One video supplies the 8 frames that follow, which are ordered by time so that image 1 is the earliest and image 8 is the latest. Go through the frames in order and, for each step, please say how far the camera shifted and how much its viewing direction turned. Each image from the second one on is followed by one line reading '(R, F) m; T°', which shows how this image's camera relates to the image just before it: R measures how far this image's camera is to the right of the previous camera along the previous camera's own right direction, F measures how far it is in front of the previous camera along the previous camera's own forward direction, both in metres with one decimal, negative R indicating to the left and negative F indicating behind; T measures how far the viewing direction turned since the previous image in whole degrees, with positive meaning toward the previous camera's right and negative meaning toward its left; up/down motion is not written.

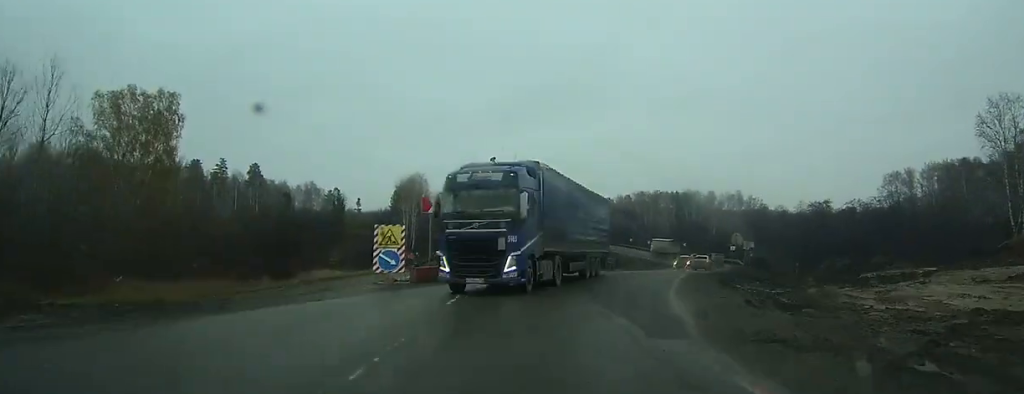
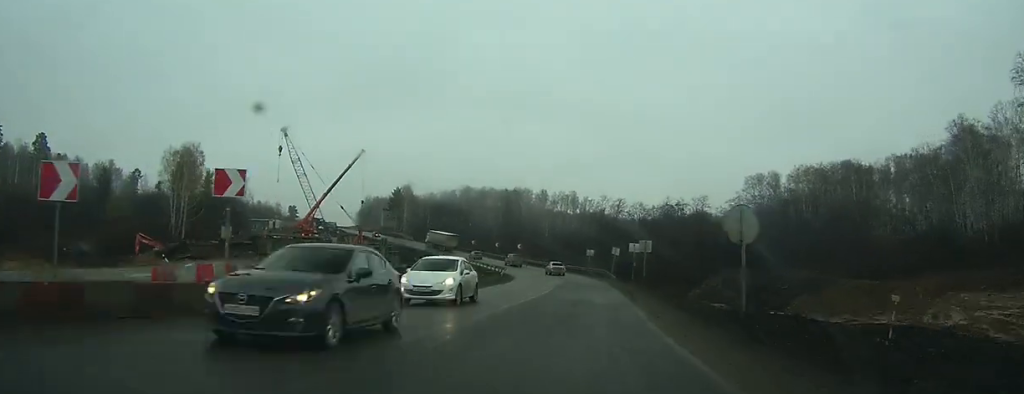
(+2.6, +36.9) m; +12°
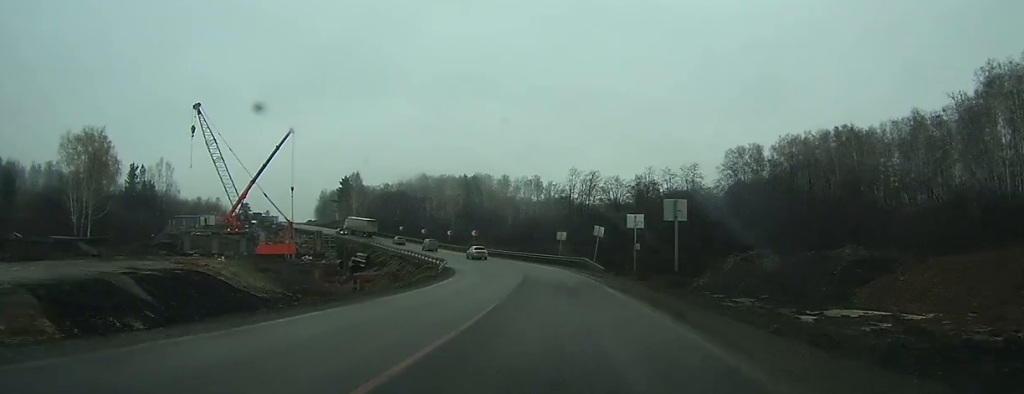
(+1.3, +17.8) m; +6°
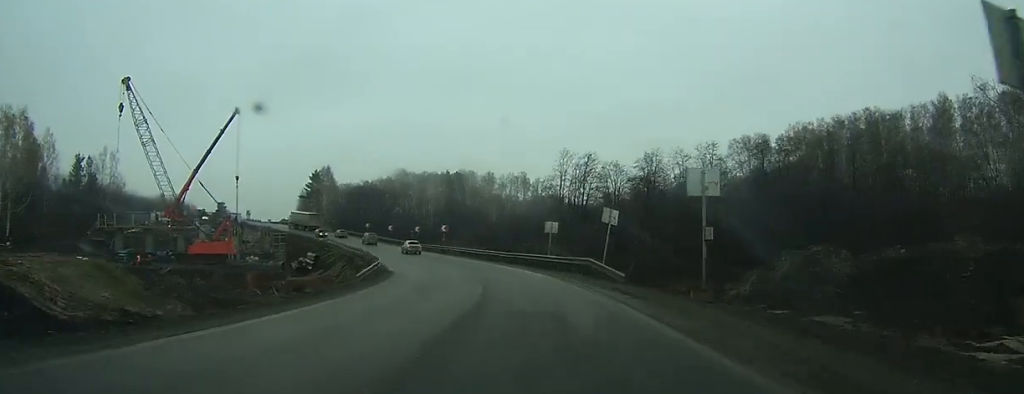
(+0.5, +13.9) m; +2°
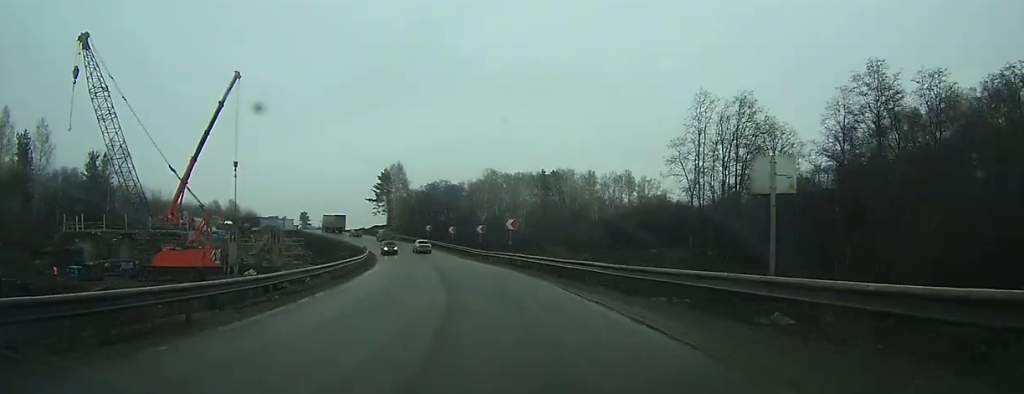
(-0.1, +24.6) m; -5°
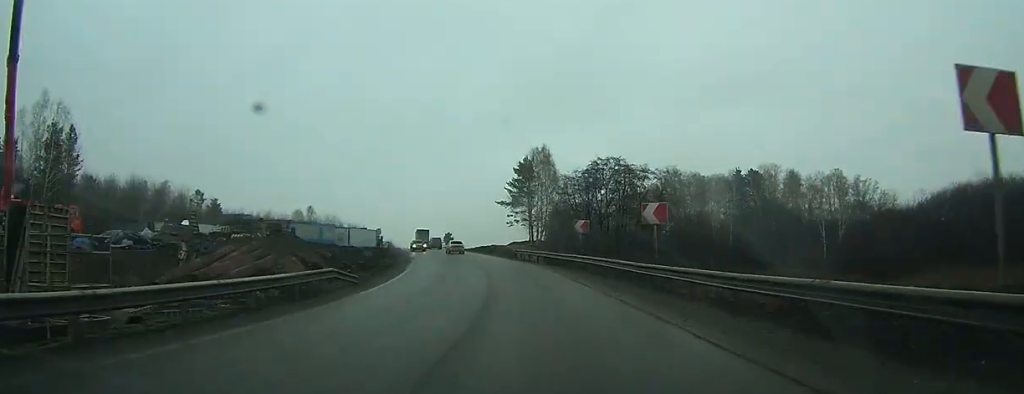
(-6.0, +50.0) m; -14°
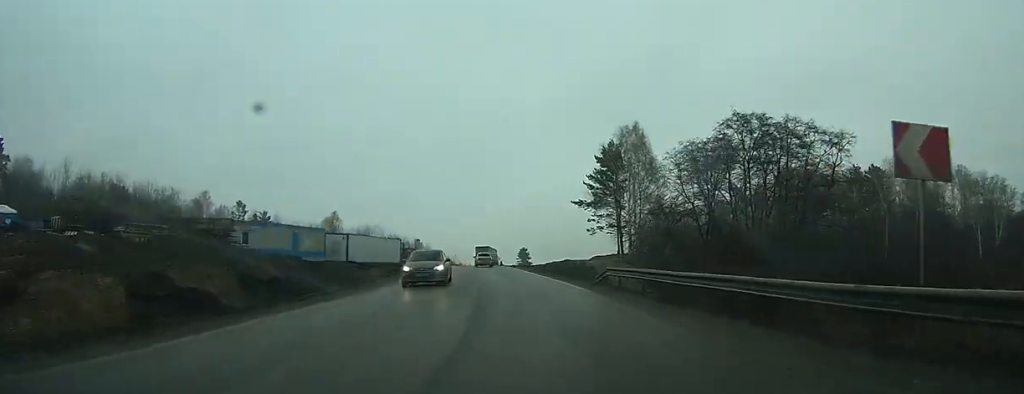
(-2.1, +26.9) m; -8°
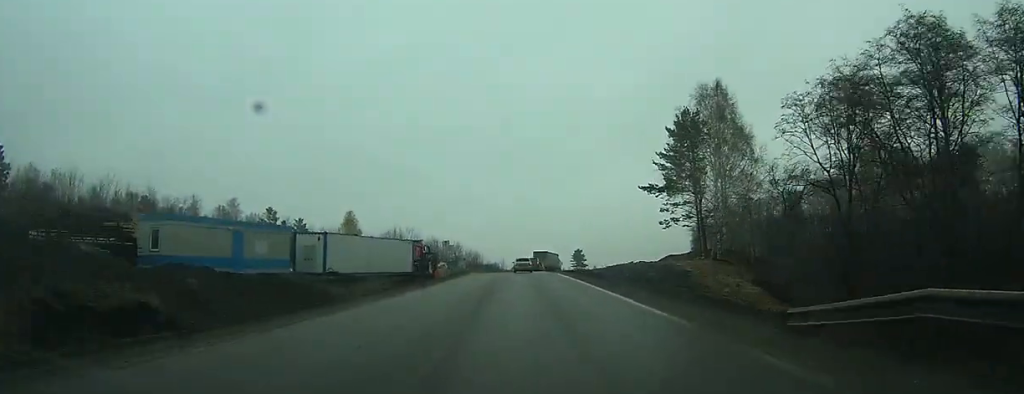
(-0.8, +16.3) m; -4°
